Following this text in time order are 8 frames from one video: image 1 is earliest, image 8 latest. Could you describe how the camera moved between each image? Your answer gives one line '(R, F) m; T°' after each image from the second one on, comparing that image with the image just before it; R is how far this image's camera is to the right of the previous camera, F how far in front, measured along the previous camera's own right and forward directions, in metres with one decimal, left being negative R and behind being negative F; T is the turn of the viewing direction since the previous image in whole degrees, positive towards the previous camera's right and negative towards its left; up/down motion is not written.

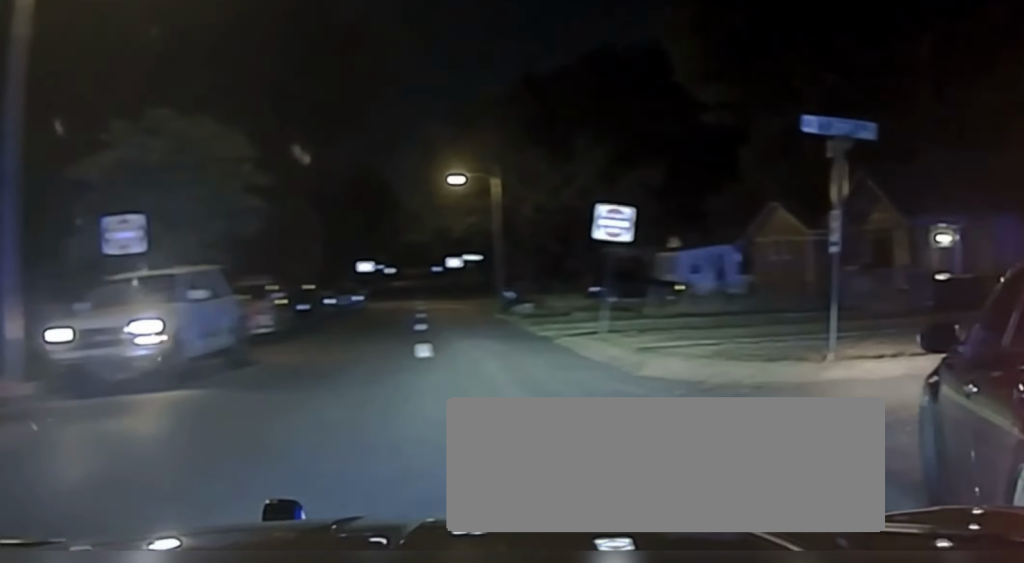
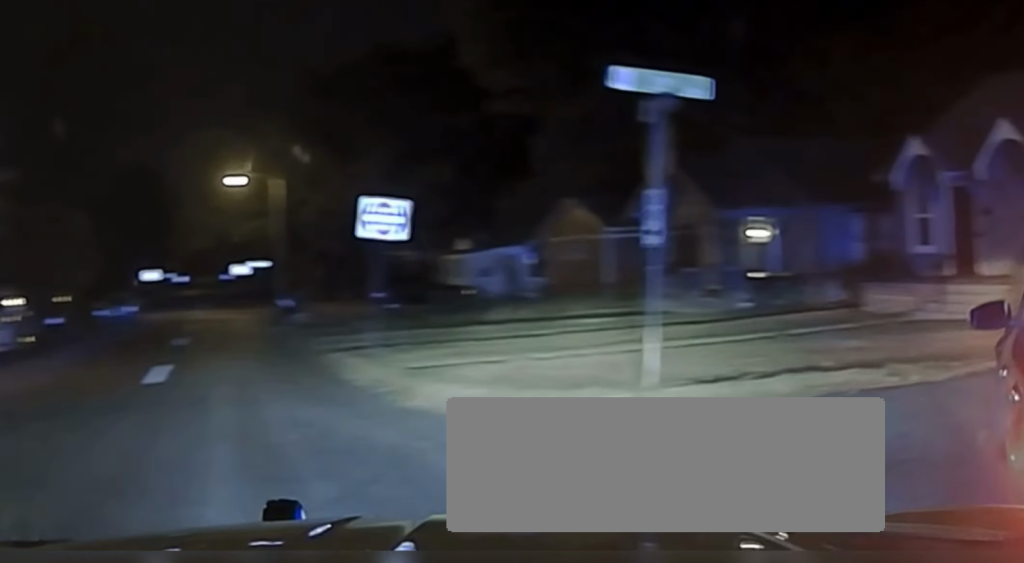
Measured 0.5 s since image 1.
(+0.5, +3.7) m; +17°
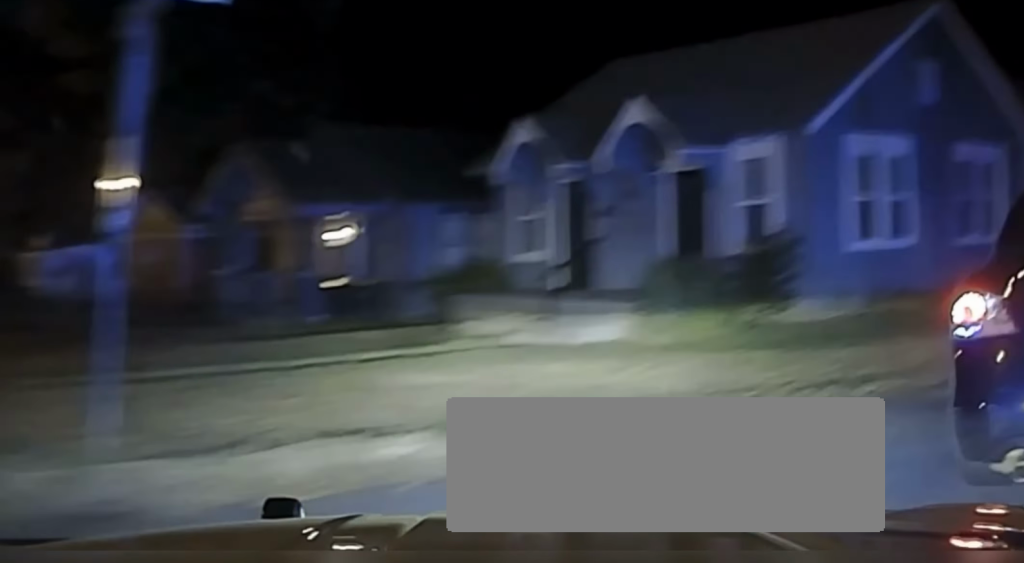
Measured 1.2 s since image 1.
(+0.7, +4.8) m; +20°
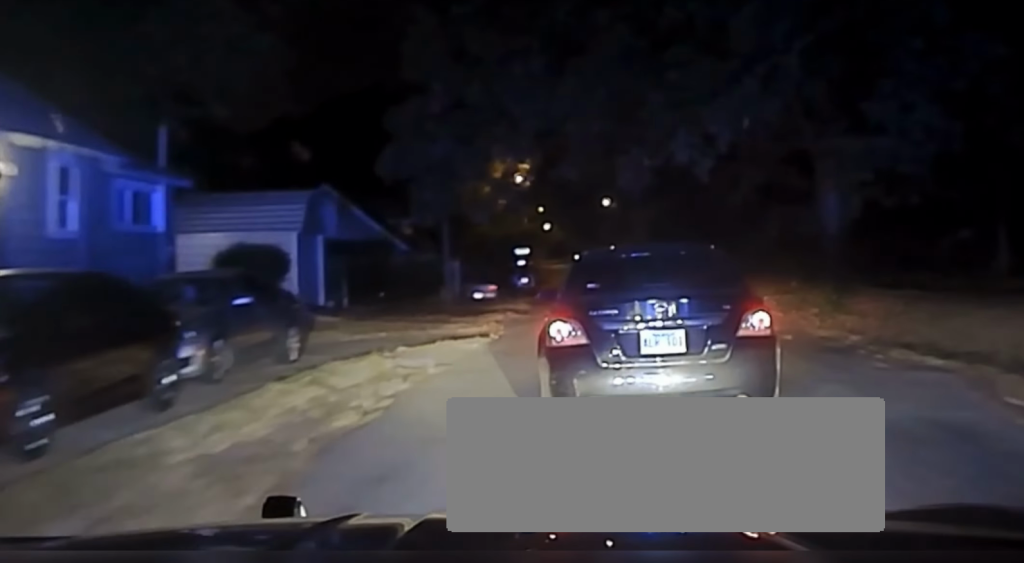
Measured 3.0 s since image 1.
(+4.4, +15.1) m; +19°
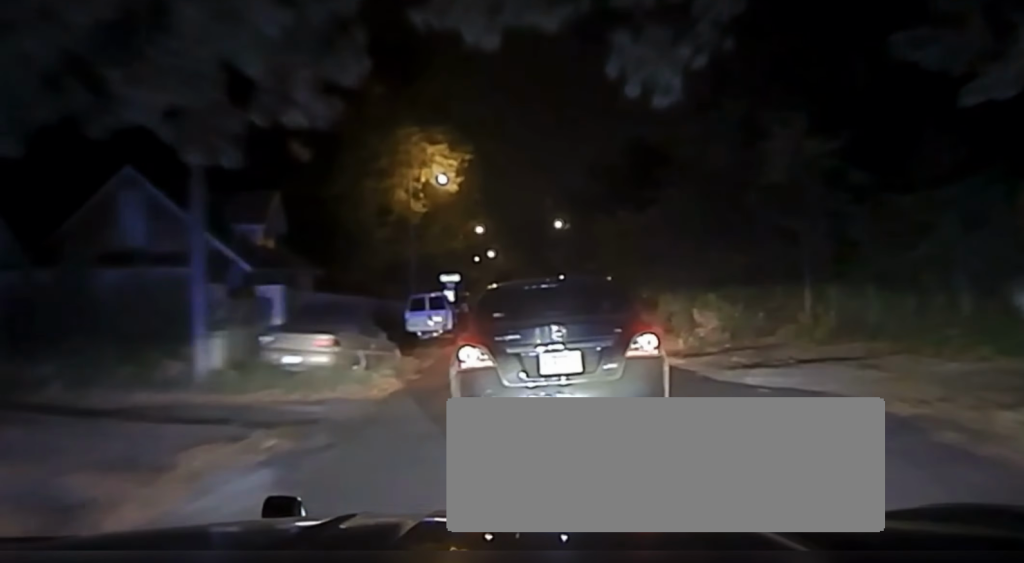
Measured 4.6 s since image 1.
(-0.1, +23.7) m; -1°
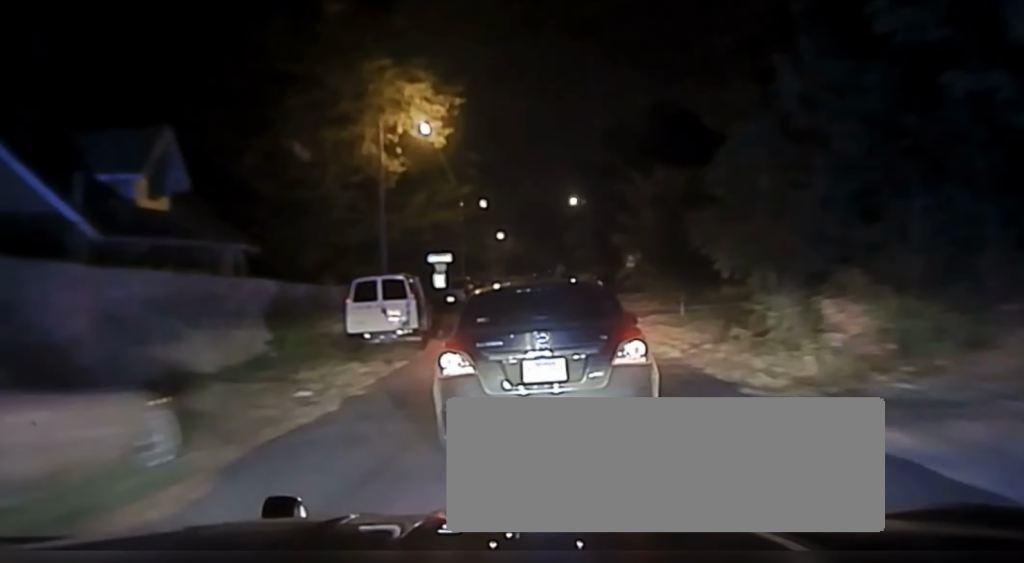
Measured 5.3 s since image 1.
(0.0, +14.6) m; 0°
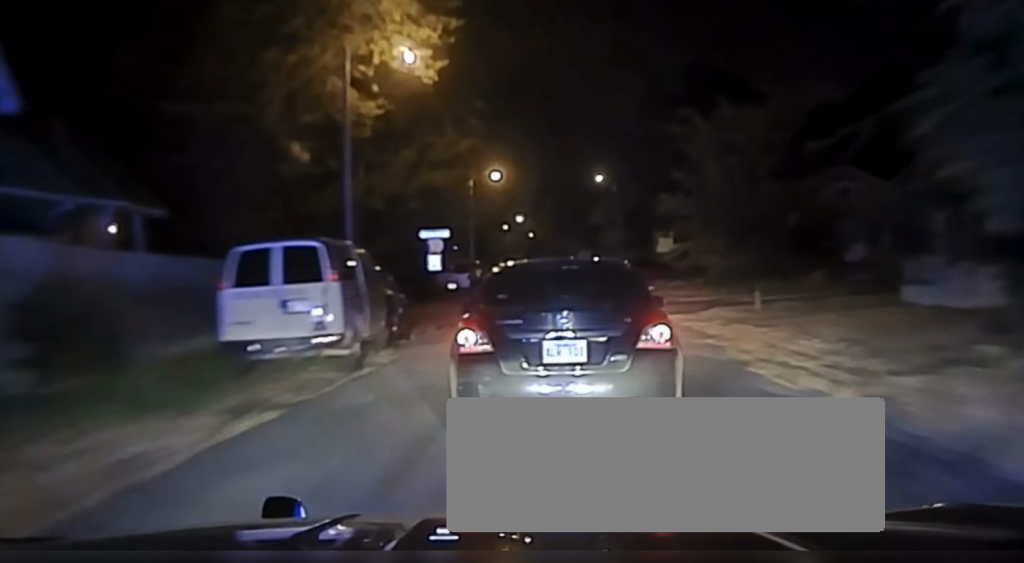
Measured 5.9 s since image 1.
(0.0, +12.6) m; 0°
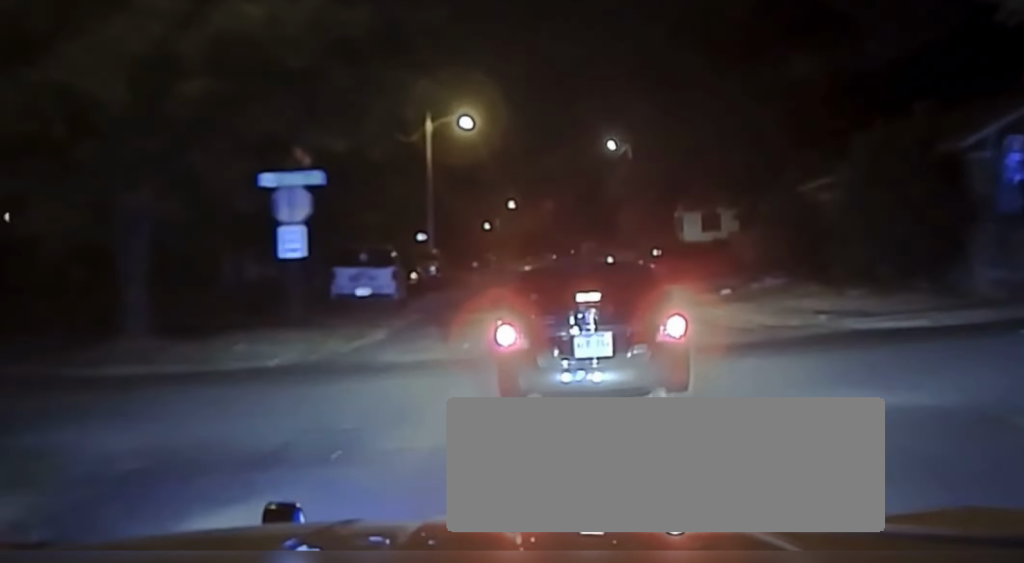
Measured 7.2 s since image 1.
(-0.2, +26.5) m; -1°
